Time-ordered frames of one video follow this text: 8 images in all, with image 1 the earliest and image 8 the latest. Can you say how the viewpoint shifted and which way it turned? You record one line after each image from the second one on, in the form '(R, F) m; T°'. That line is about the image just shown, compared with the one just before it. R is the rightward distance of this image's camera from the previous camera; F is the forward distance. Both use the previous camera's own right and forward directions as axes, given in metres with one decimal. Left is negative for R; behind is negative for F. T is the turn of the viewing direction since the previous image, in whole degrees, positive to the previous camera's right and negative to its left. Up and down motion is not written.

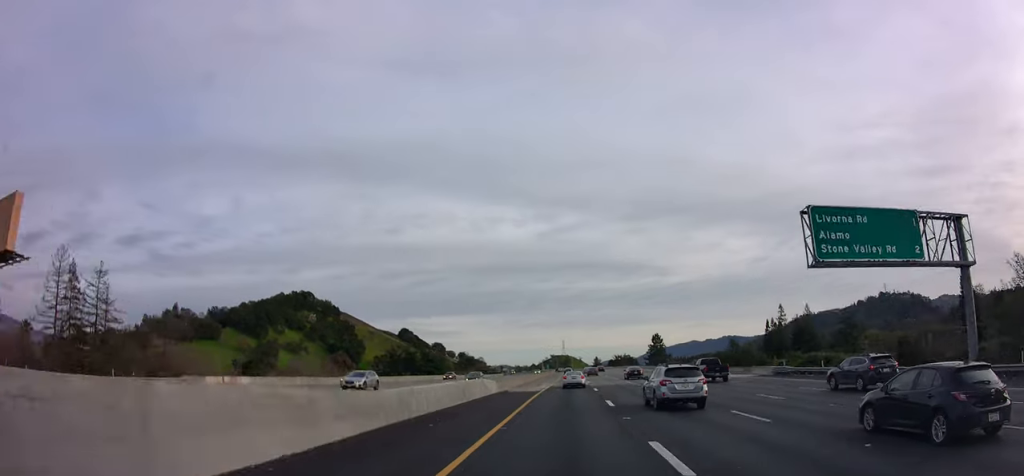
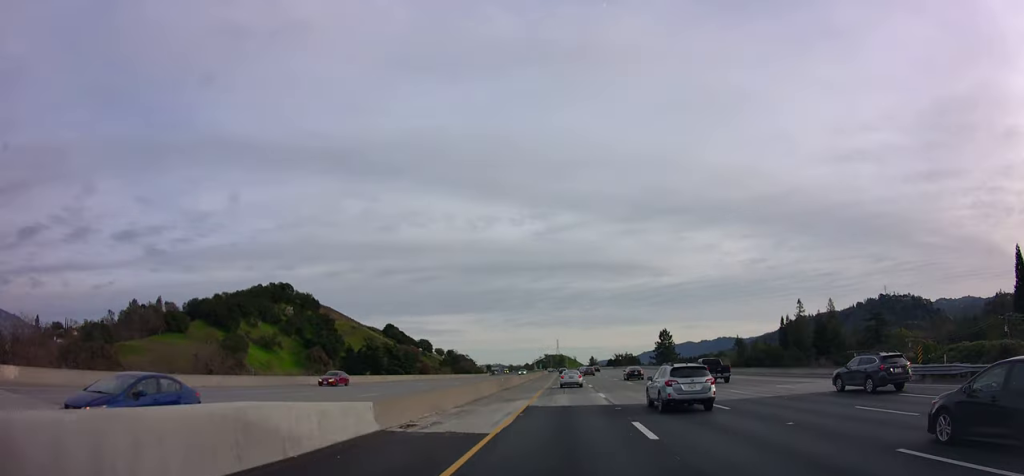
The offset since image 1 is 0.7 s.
(+0.3, +24.8) m; +1°
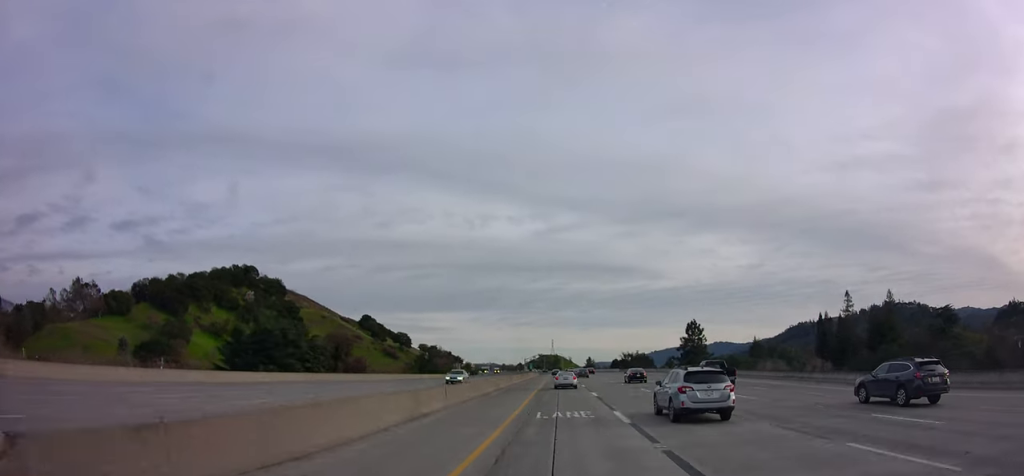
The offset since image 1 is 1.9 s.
(+0.4, +41.6) m; 0°
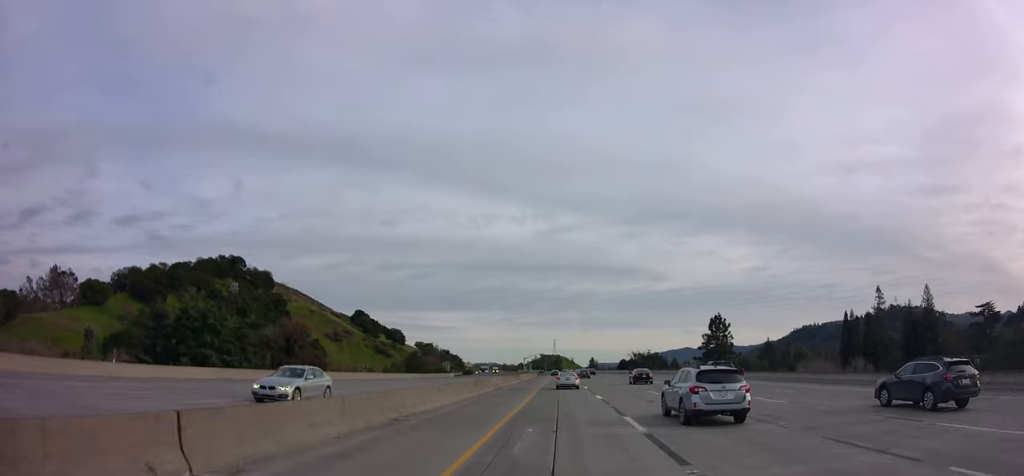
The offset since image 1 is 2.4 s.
(-0.1, +17.9) m; 0°
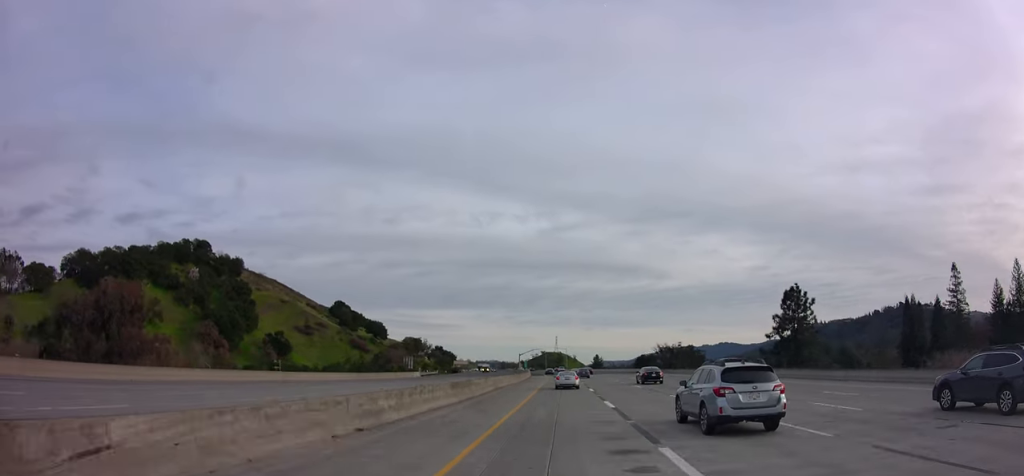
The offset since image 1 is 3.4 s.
(-0.1, +36.0) m; +1°
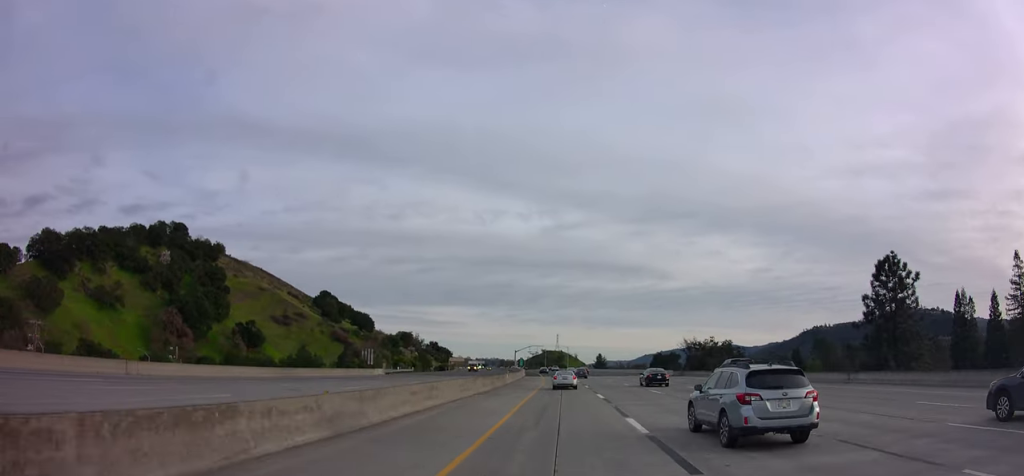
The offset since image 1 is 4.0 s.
(+0.4, +22.8) m; 0°
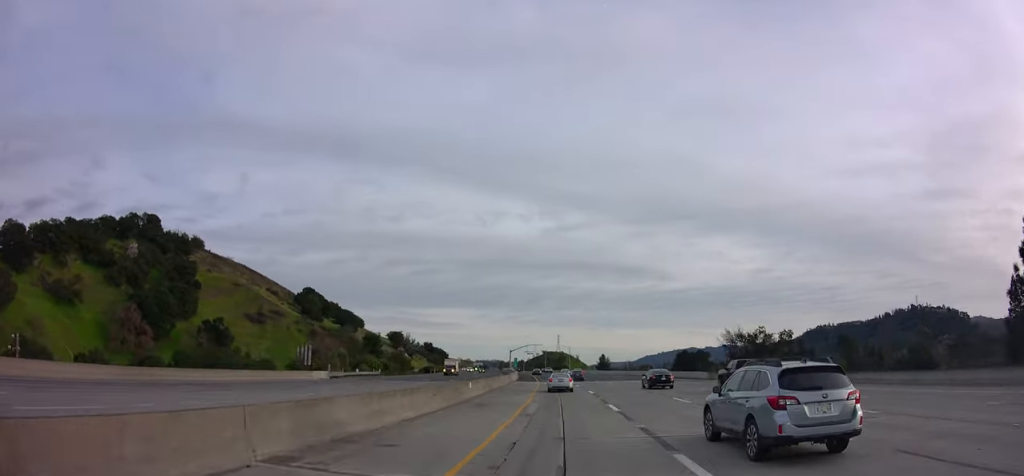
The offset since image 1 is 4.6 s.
(+0.2, +21.7) m; 0°
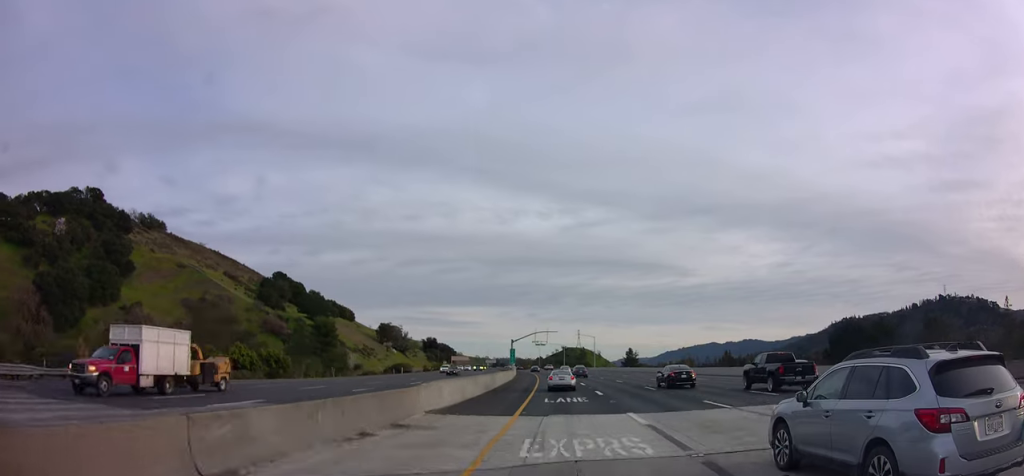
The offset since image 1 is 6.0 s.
(-1.3, +49.4) m; -2°
